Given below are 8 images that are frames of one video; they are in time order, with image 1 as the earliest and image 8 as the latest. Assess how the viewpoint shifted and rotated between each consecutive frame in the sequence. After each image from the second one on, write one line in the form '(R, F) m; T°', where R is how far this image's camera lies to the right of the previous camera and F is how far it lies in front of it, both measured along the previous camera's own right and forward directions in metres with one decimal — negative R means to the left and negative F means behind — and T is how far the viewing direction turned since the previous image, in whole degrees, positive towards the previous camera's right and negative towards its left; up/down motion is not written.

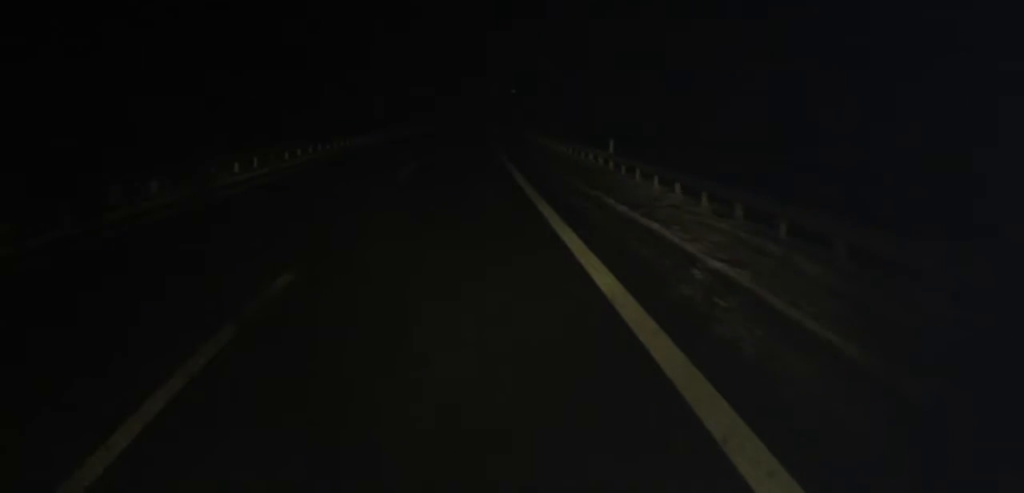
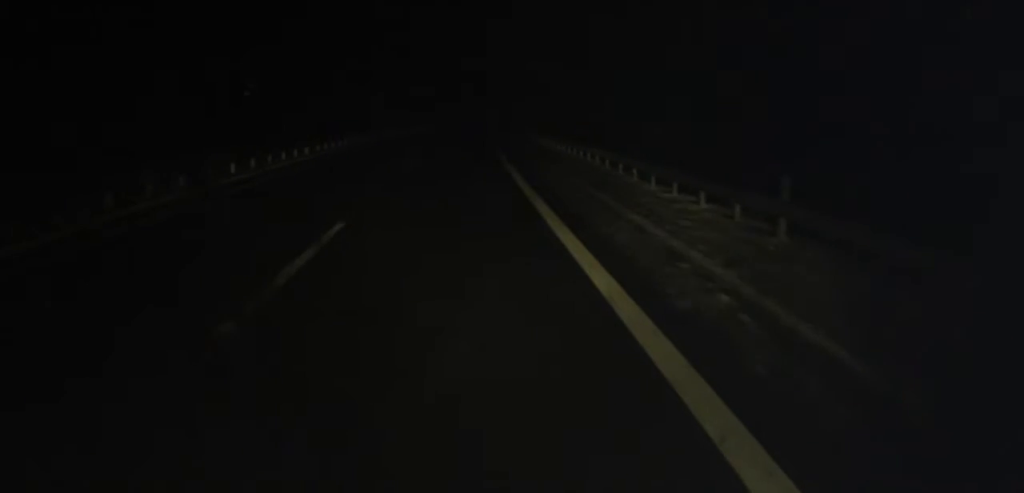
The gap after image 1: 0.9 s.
(+0.1, +14.1) m; -1°
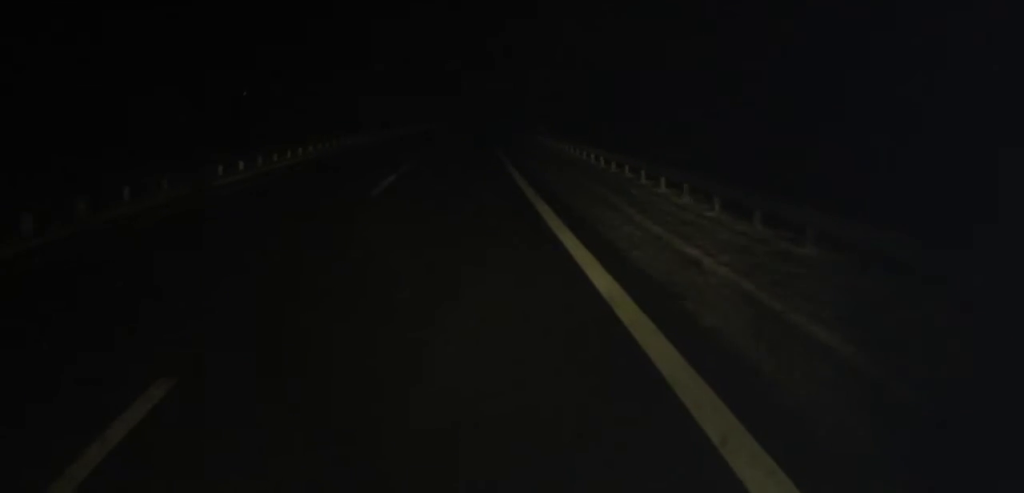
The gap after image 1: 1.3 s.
(0.0, +7.1) m; 0°
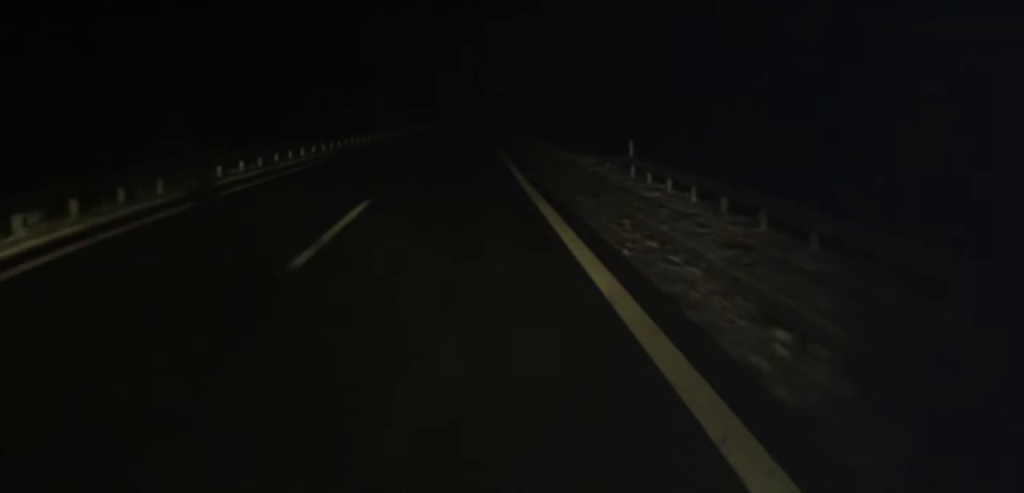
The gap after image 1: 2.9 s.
(0.0, +26.2) m; +3°
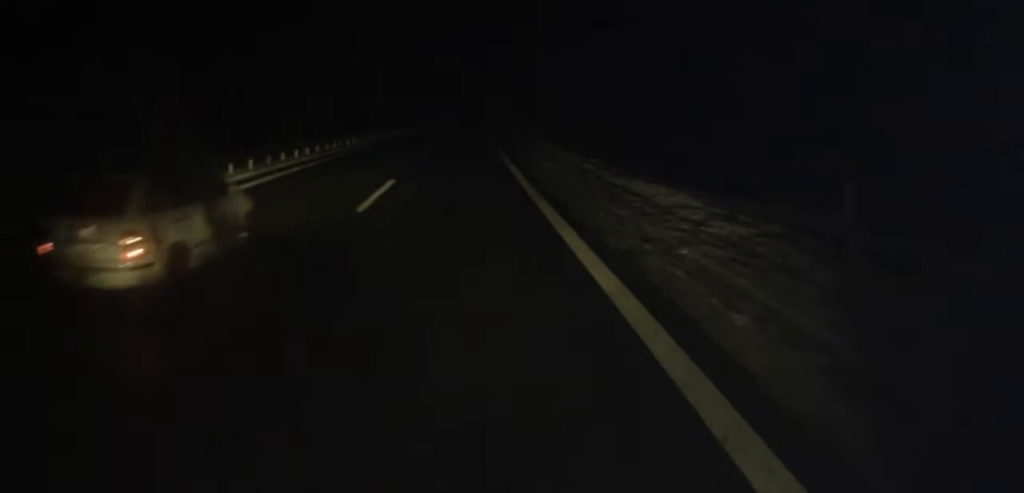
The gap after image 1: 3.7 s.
(+0.4, +13.1) m; 0°
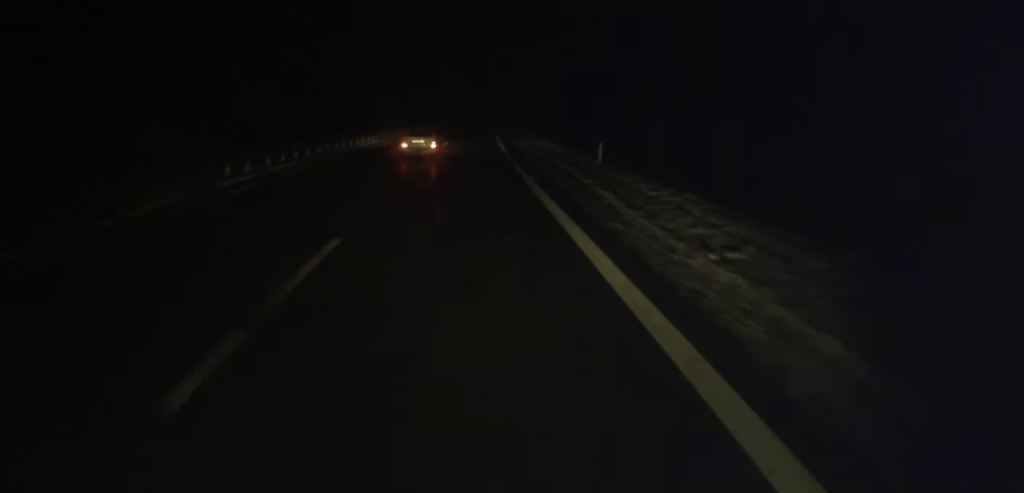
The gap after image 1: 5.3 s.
(-0.6, +26.9) m; 0°
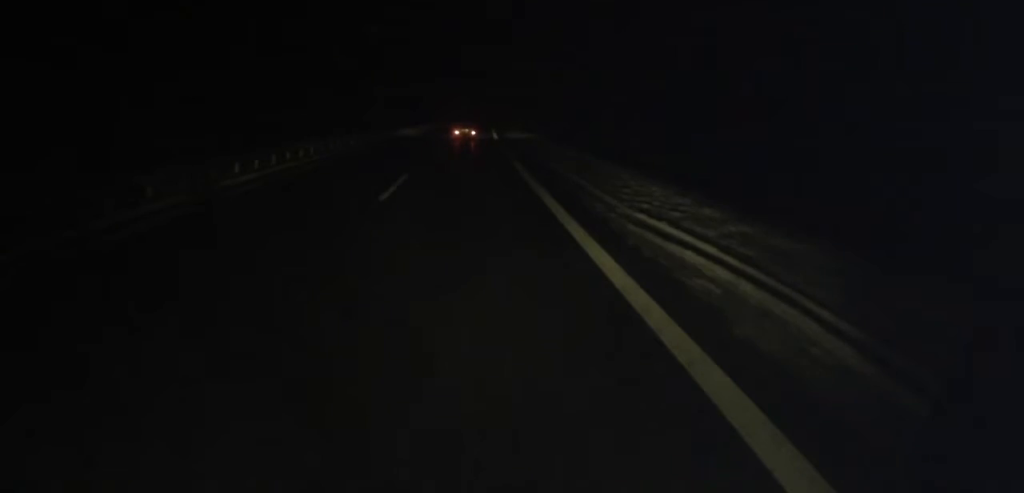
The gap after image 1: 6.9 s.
(+0.7, +25.3) m; +2°
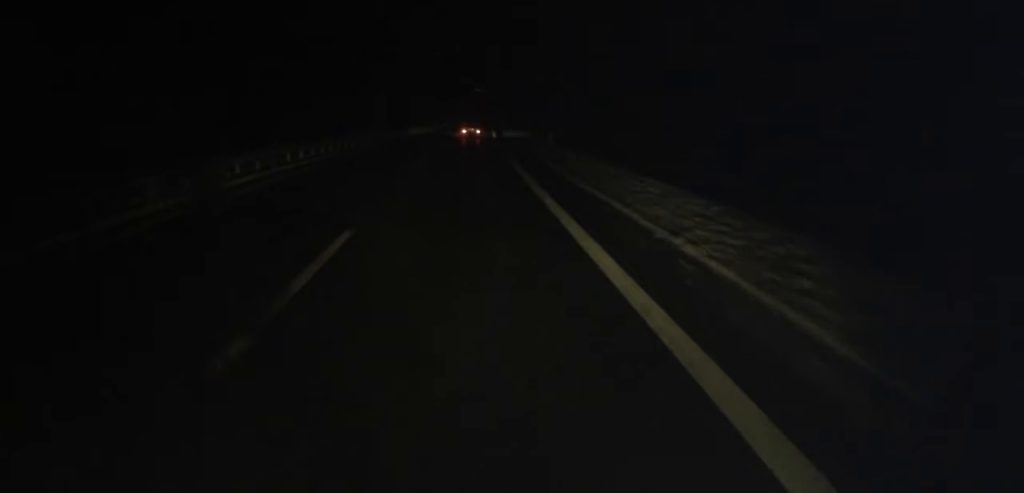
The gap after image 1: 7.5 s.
(0.0, +9.9) m; 0°
